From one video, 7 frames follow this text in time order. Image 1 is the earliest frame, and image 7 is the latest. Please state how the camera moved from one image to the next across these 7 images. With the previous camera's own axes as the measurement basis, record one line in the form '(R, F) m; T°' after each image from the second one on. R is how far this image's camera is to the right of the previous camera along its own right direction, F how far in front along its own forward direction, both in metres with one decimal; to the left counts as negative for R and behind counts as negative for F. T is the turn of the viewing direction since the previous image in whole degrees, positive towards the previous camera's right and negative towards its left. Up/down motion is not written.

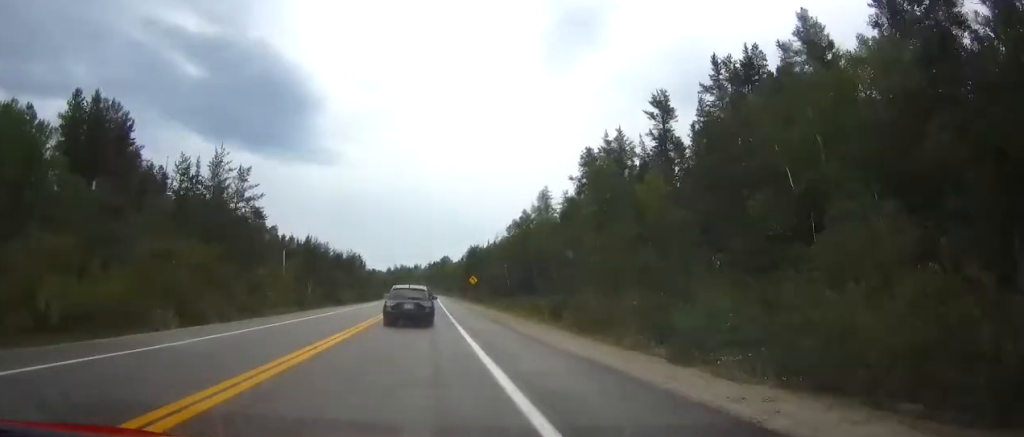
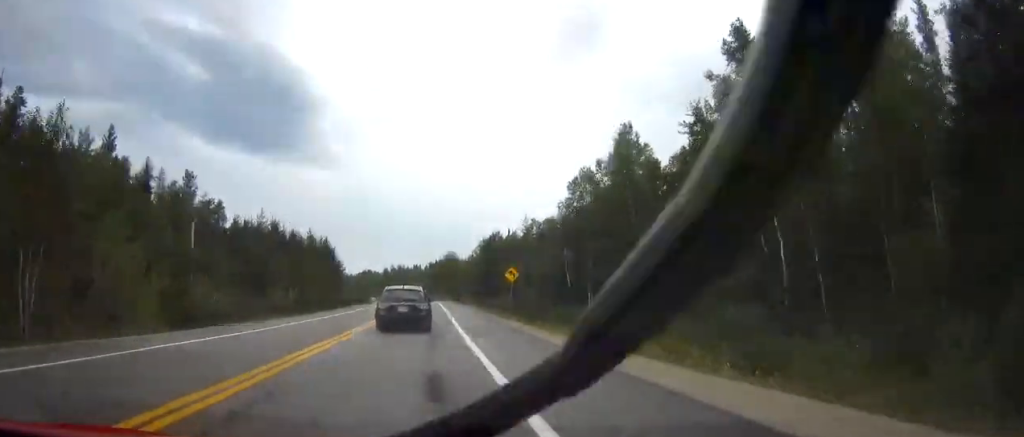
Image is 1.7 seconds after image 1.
(-0.2, +46.3) m; -1°
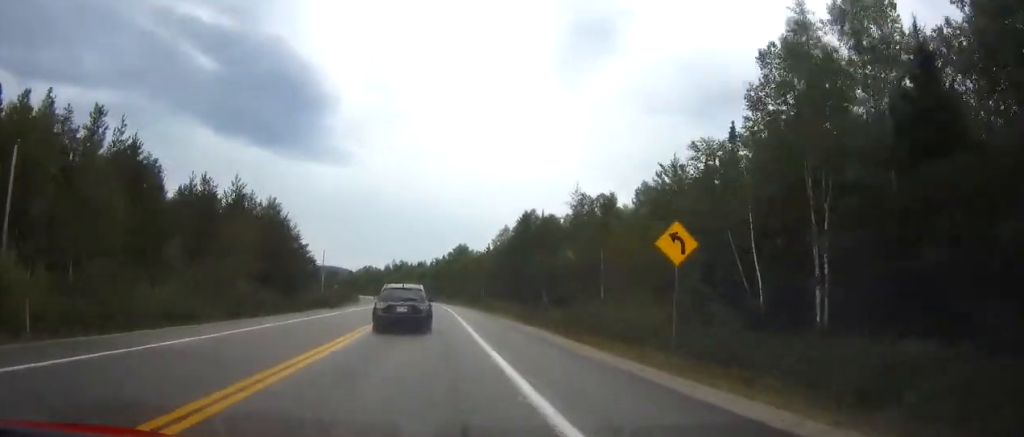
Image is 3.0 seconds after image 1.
(-0.2, +35.4) m; 0°
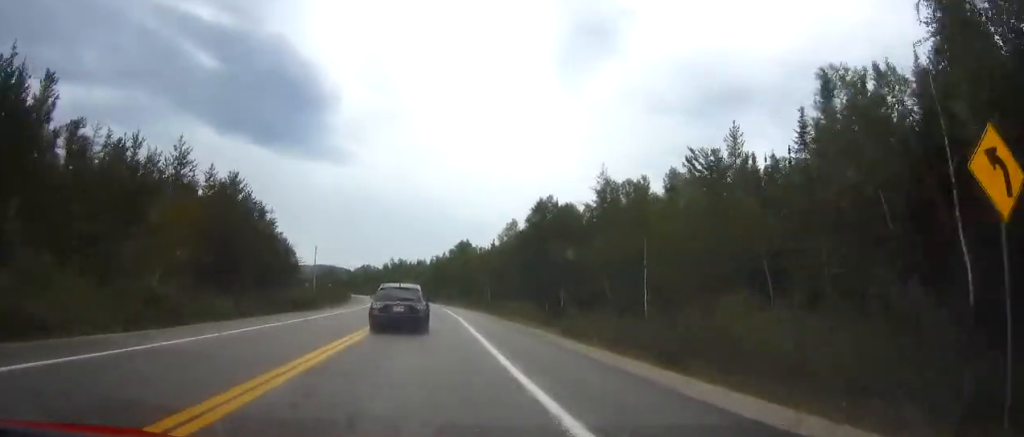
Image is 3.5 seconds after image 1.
(0.0, +12.2) m; 0°
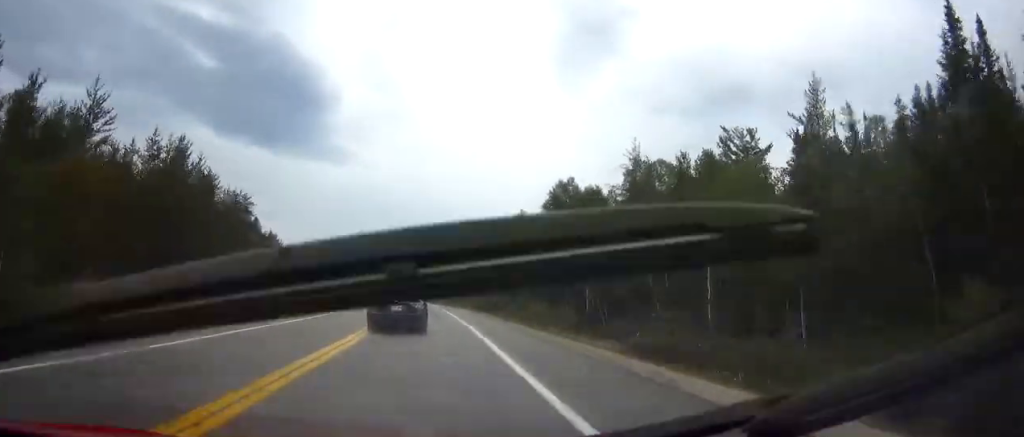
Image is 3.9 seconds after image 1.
(0.0, +11.3) m; 0°
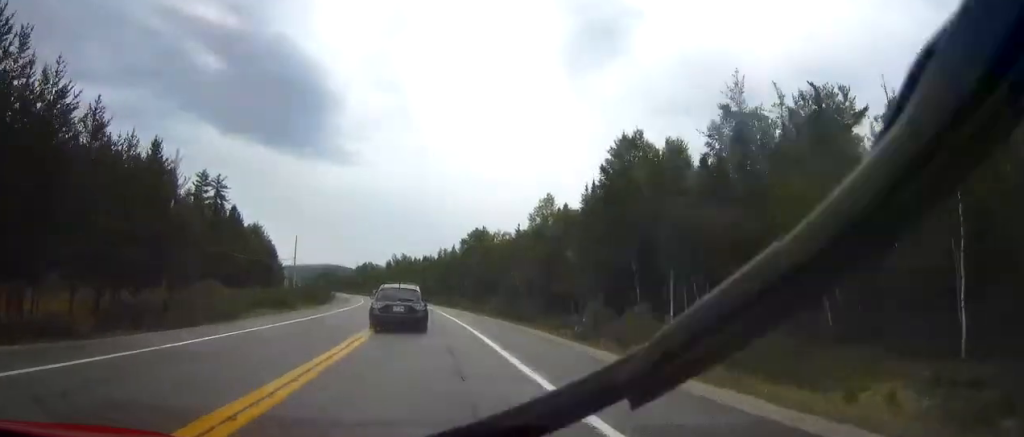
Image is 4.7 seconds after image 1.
(-0.1, +19.9) m; 0°
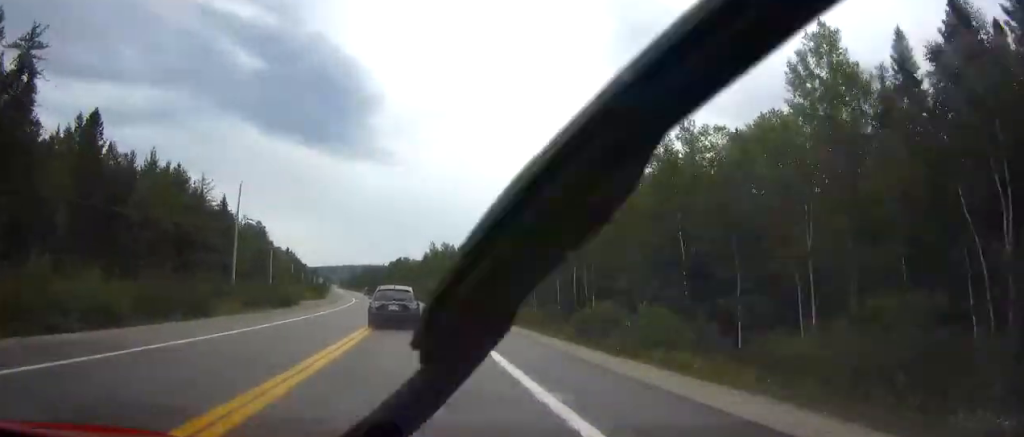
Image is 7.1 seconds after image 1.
(-1.2, +61.9) m; -3°
